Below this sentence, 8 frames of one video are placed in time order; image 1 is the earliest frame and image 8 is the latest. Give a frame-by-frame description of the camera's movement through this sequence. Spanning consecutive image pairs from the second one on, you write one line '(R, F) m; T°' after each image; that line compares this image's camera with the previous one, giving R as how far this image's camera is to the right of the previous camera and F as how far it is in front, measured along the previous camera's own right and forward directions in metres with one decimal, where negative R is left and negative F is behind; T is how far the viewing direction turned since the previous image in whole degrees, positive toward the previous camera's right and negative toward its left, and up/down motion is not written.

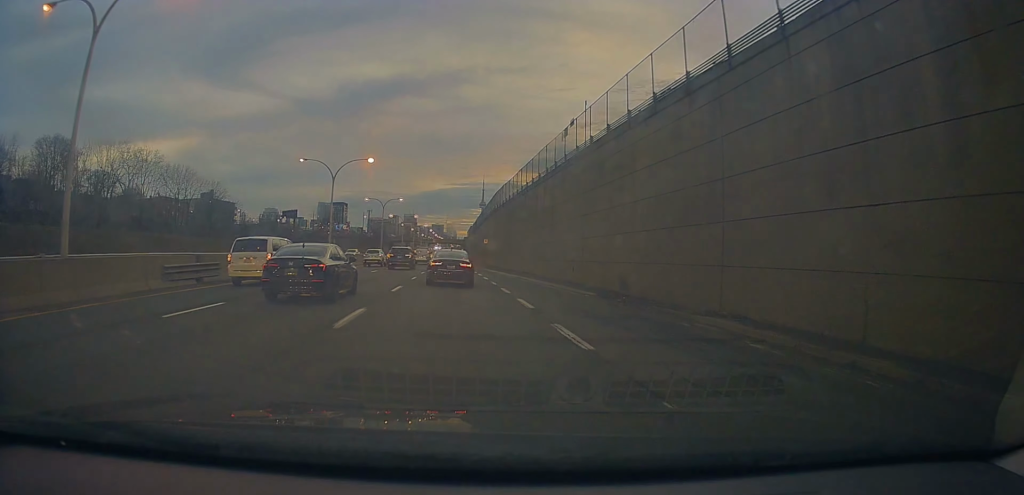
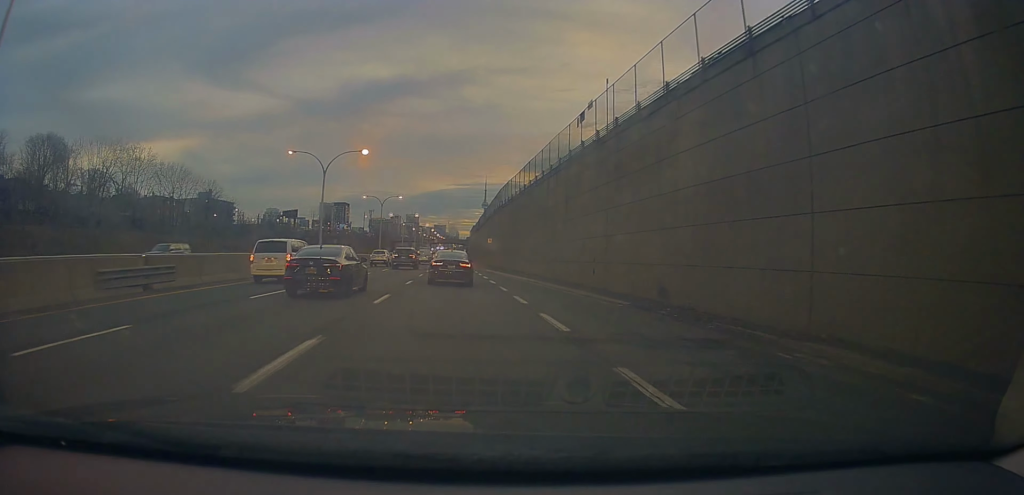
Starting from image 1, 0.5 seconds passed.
(-0.5, +4.1) m; -3°
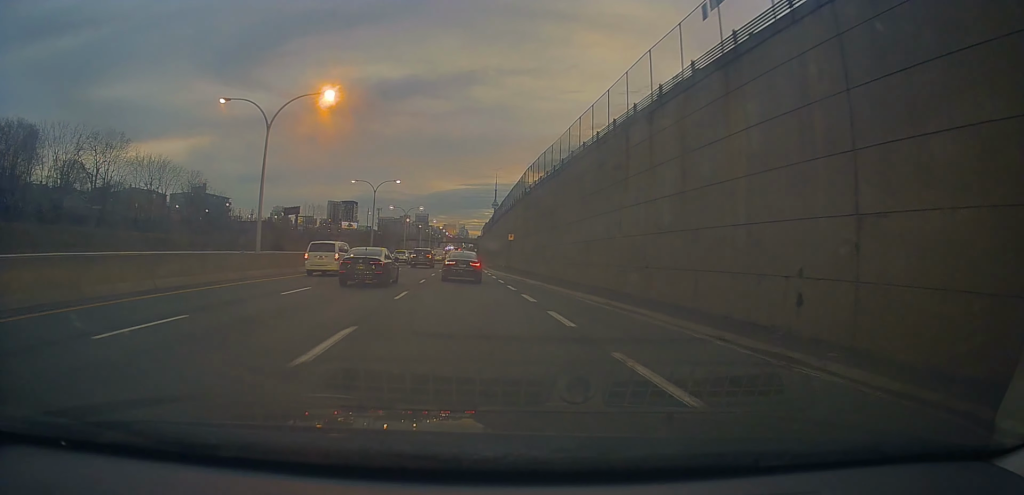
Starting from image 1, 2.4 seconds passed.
(+0.8, +16.5) m; +2°
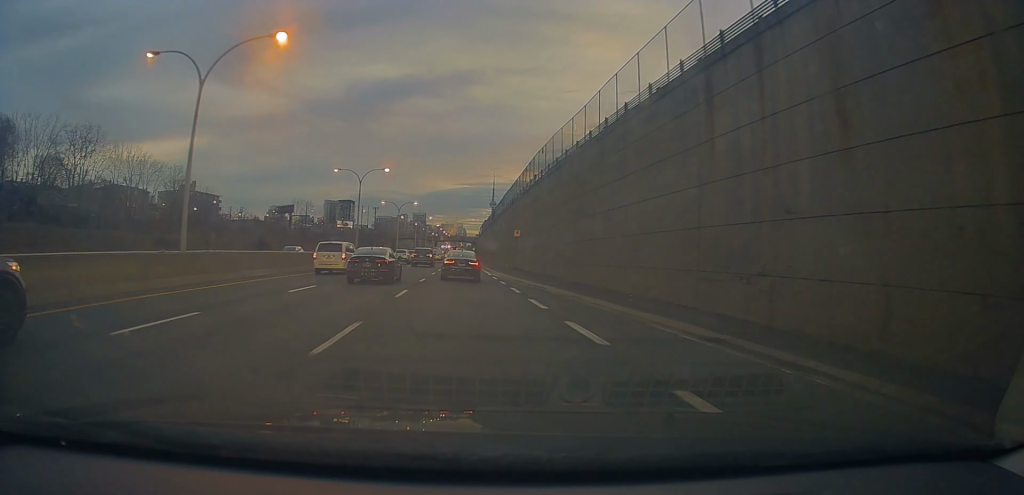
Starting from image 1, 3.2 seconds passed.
(-0.2, +8.3) m; -1°
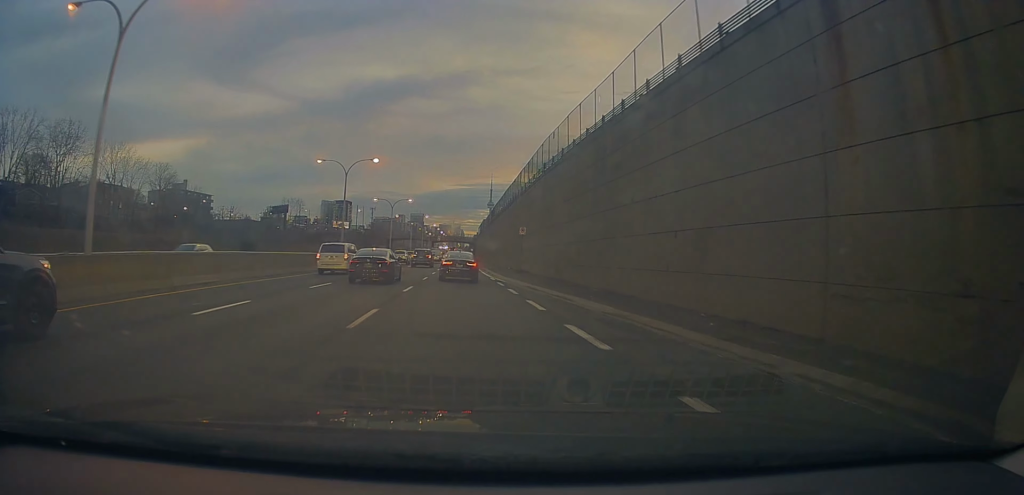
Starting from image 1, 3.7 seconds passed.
(-0.1, +6.2) m; 0°
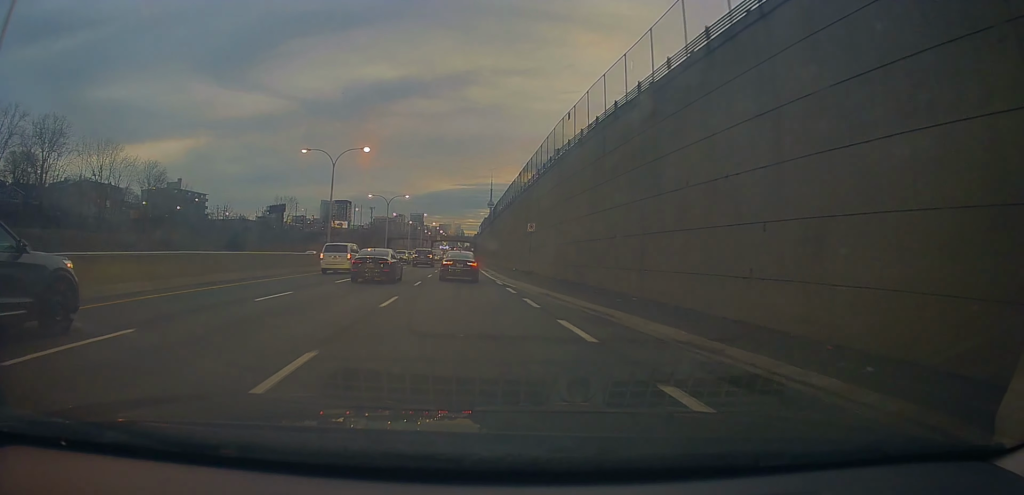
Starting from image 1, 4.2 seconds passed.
(0.0, +5.4) m; +2°
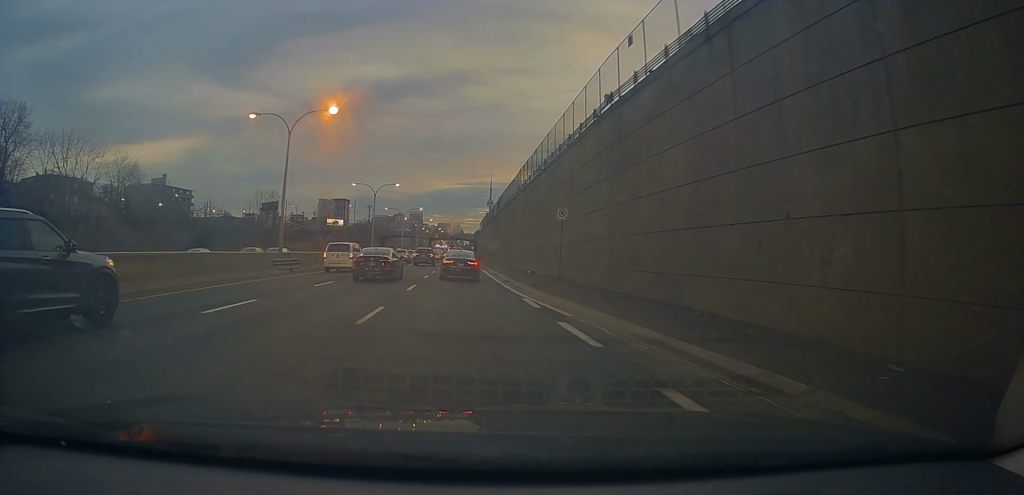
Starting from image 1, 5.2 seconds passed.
(+0.6, +12.3) m; +1°
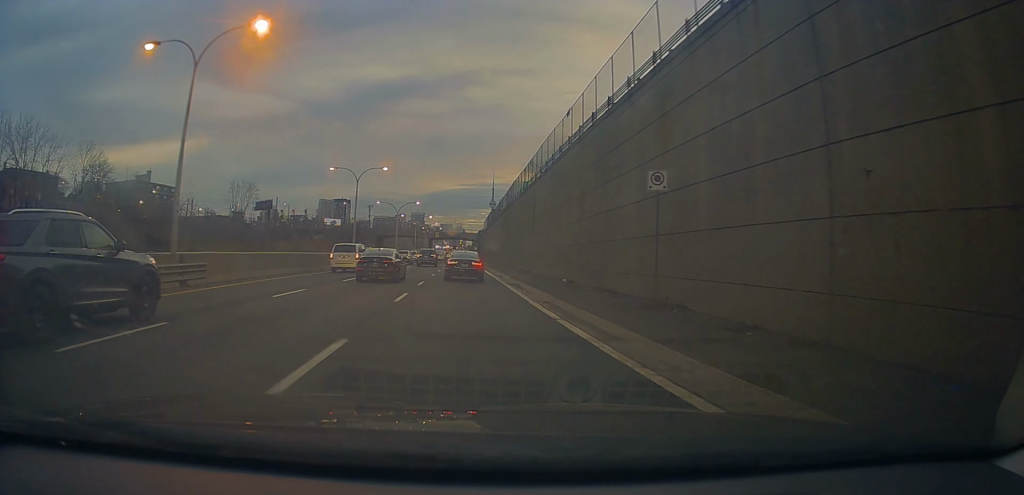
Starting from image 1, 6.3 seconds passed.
(-0.4, +13.8) m; -1°
